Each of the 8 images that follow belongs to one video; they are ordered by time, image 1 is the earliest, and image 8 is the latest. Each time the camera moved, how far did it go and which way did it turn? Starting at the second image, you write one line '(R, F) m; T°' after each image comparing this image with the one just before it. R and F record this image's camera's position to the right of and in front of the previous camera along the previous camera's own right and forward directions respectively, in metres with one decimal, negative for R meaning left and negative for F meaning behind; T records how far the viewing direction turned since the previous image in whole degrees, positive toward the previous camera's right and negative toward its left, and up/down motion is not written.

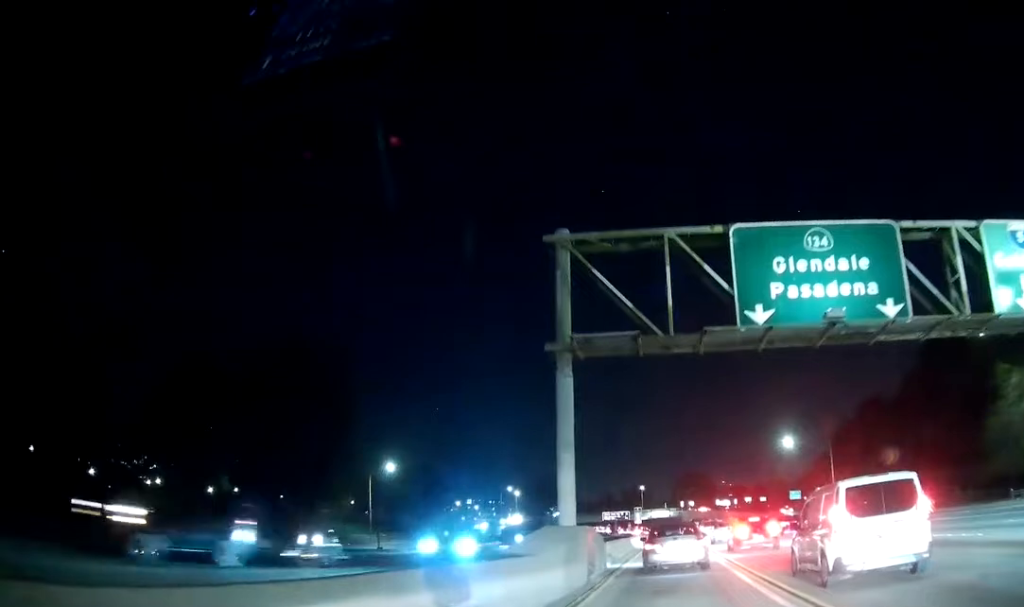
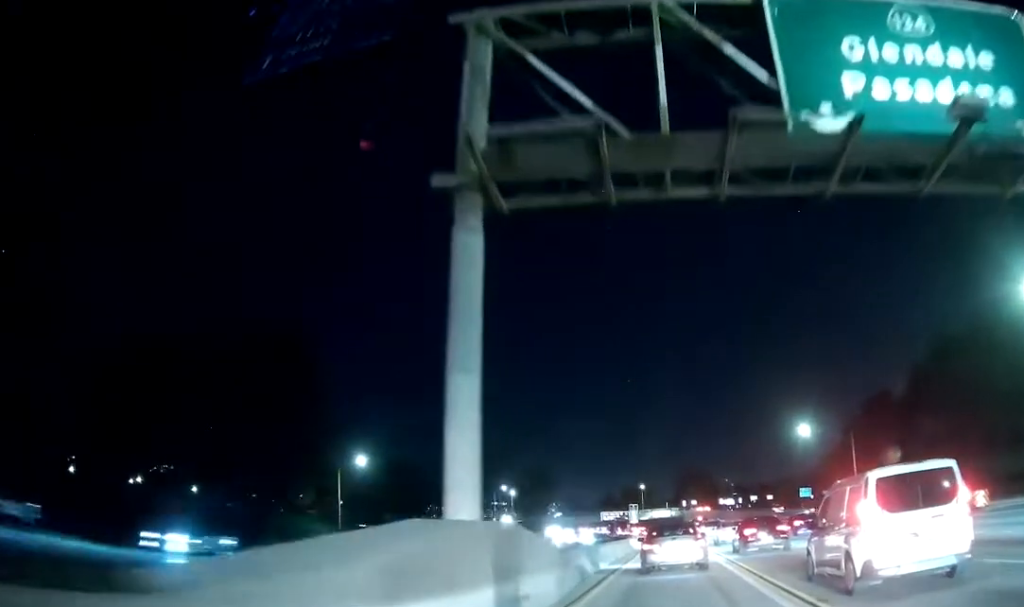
(-0.1, +10.0) m; +1°
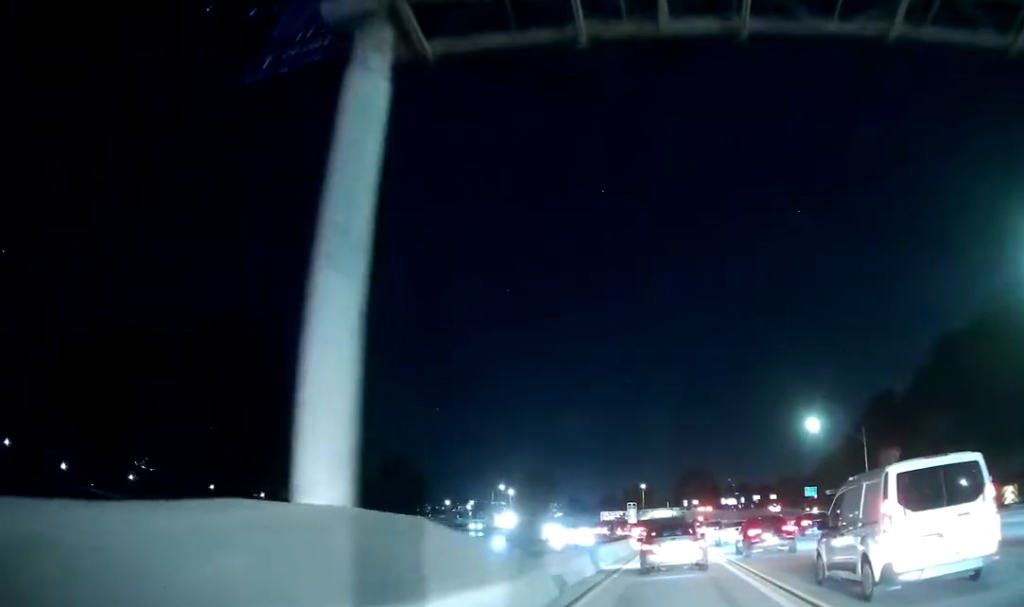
(0.0, +4.1) m; +1°
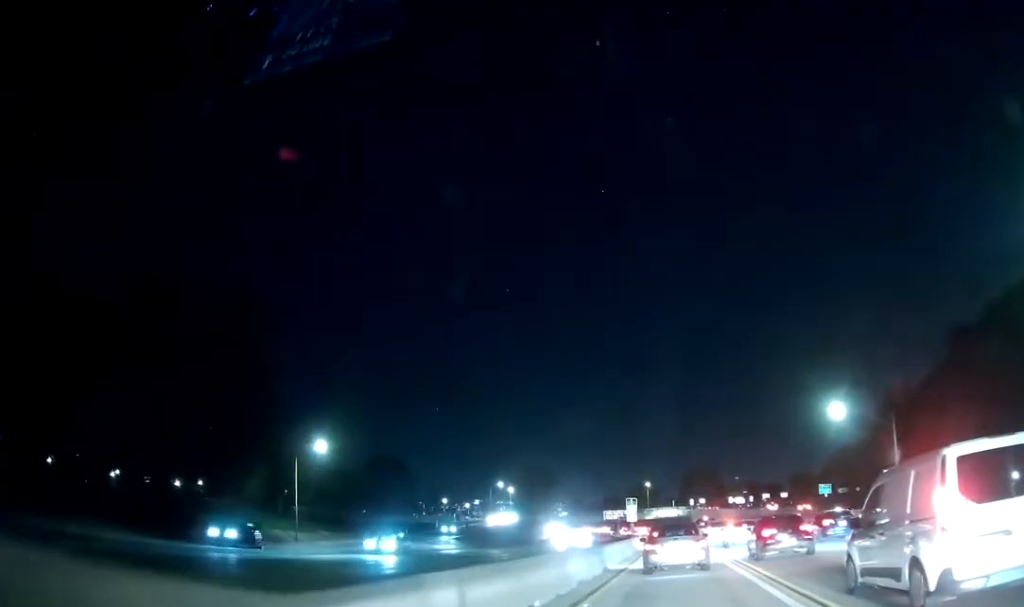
(+0.2, +8.3) m; +1°
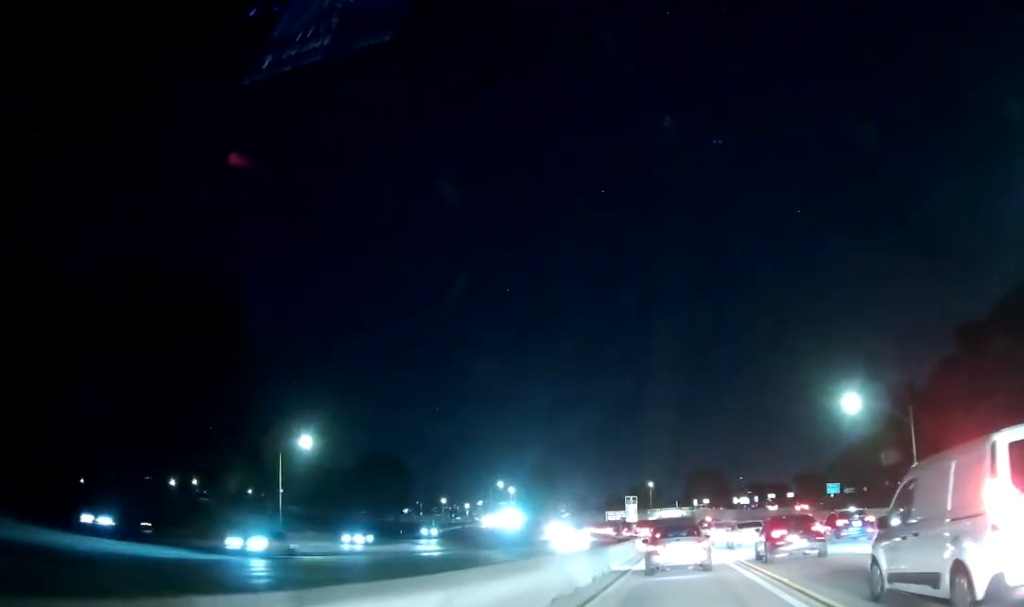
(0.0, +4.2) m; -1°
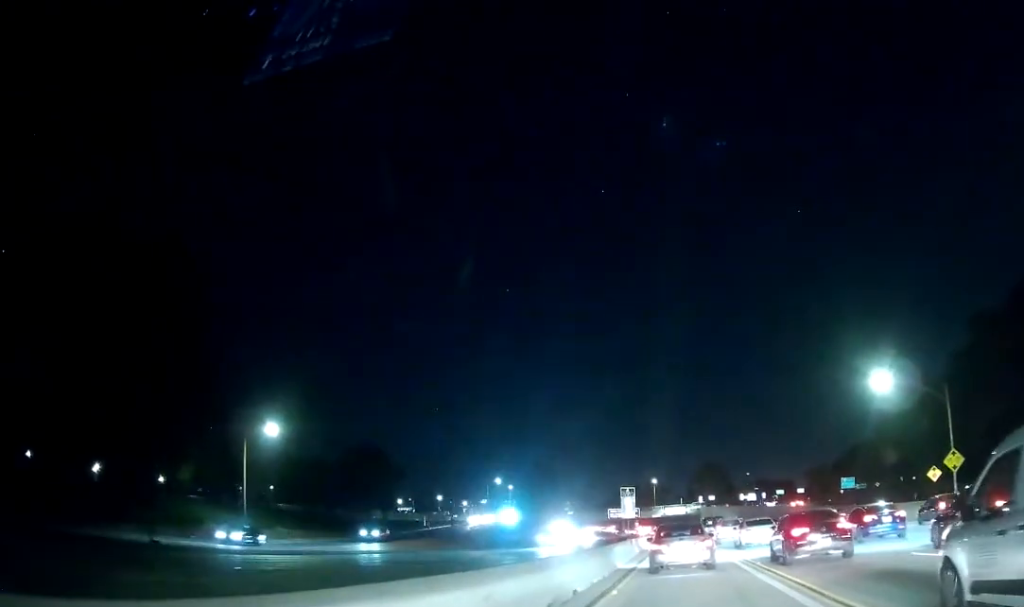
(-0.1, +7.2) m; -1°
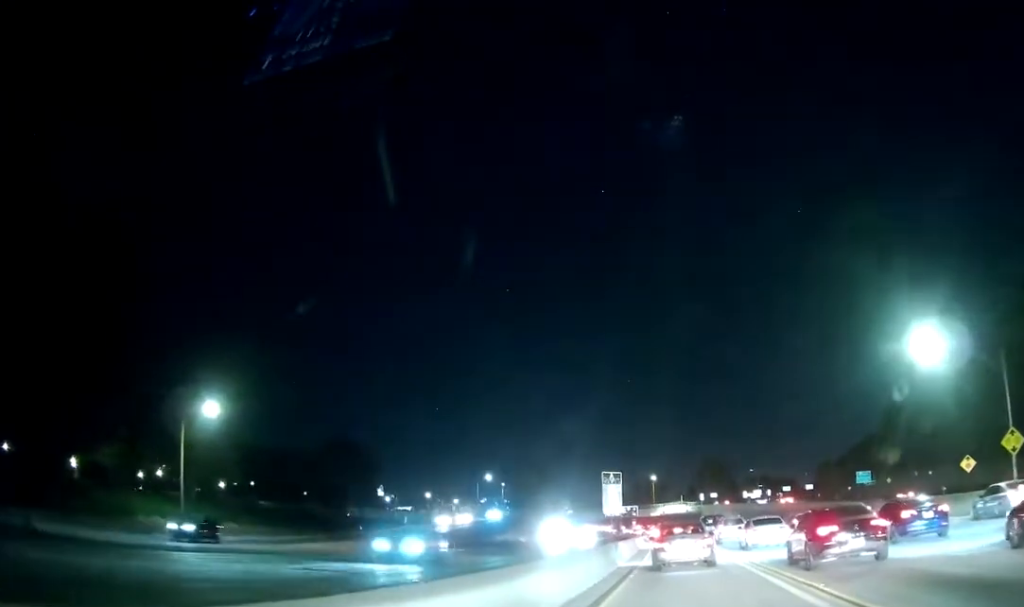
(-0.2, +9.8) m; -1°
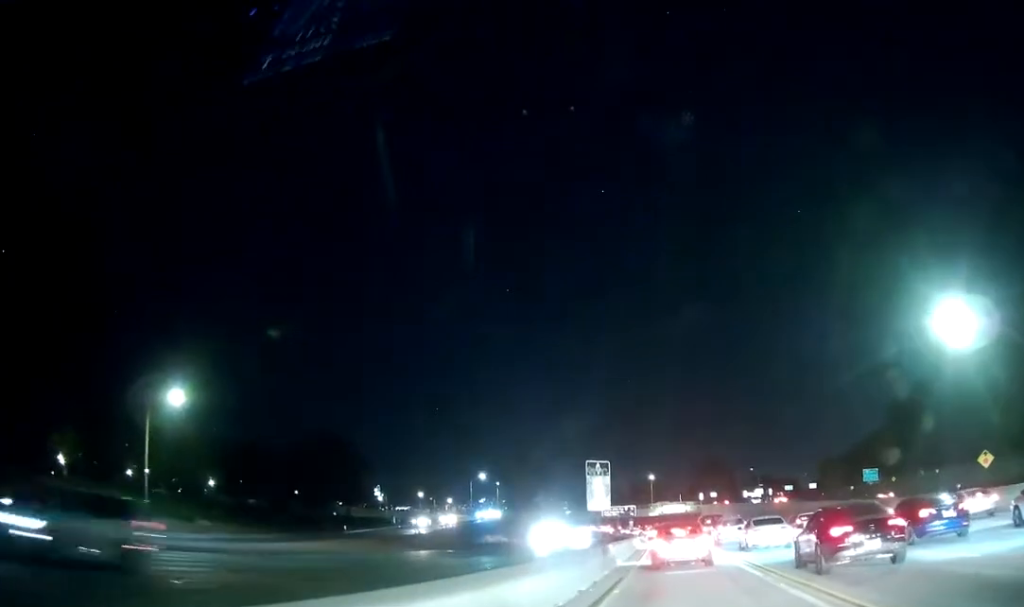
(0.0, +4.4) m; 0°
